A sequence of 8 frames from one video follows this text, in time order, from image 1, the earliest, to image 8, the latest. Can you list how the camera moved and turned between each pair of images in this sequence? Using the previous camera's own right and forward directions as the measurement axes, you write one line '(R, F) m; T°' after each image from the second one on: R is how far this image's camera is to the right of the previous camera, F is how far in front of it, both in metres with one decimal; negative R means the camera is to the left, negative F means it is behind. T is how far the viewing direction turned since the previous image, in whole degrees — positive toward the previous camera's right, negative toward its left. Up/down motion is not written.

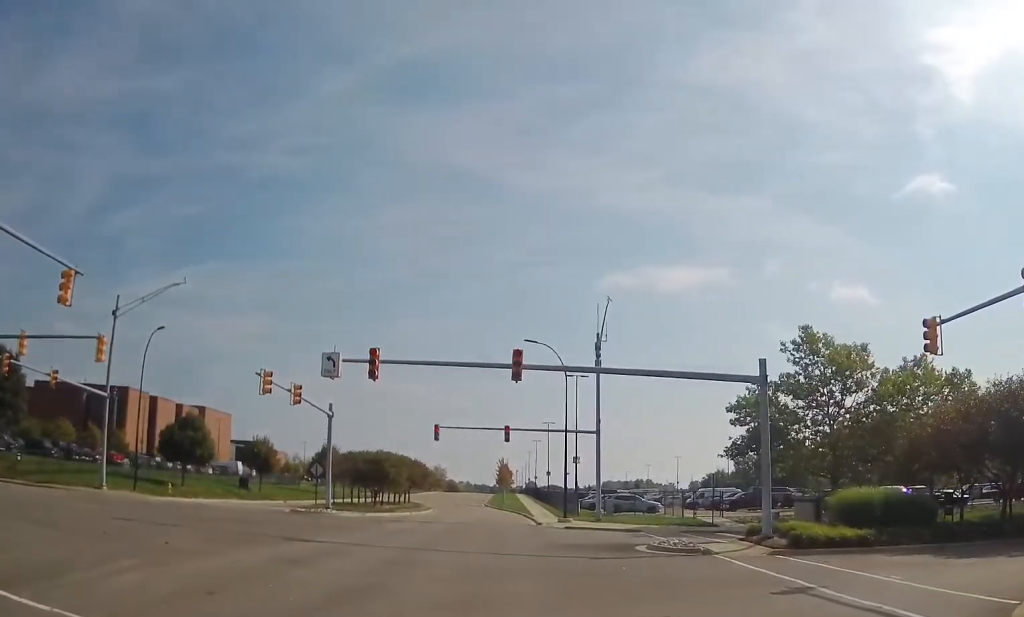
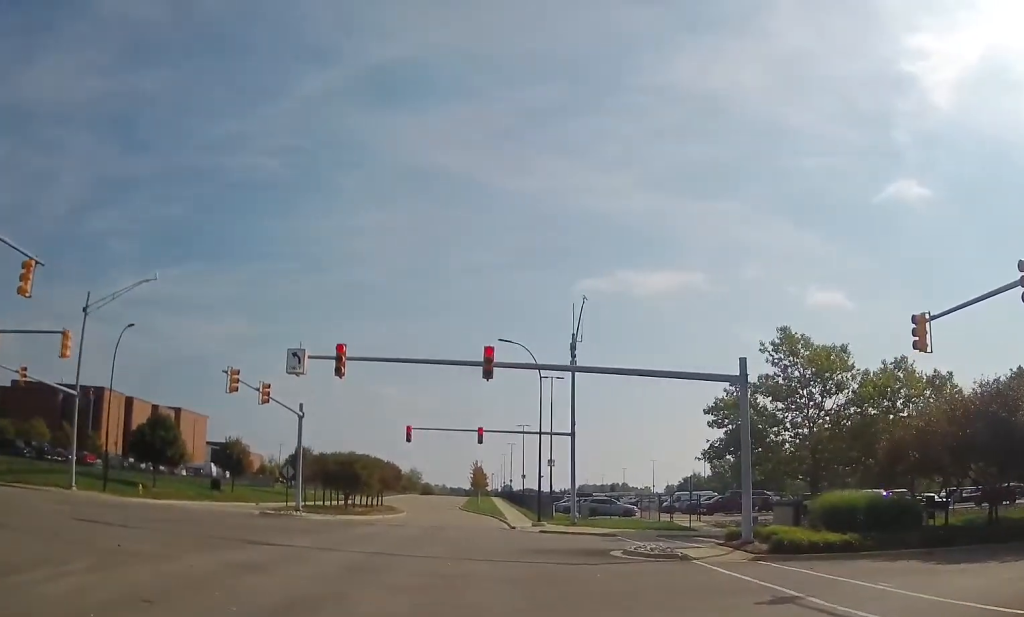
(+0.1, +1.5) m; +6°
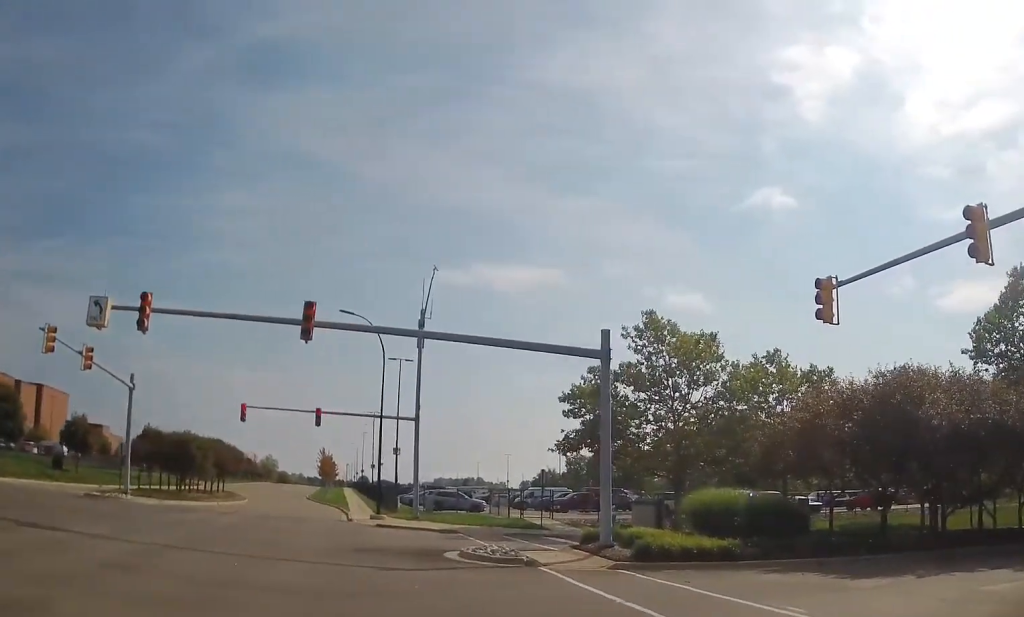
(+0.7, +3.6) m; +26°
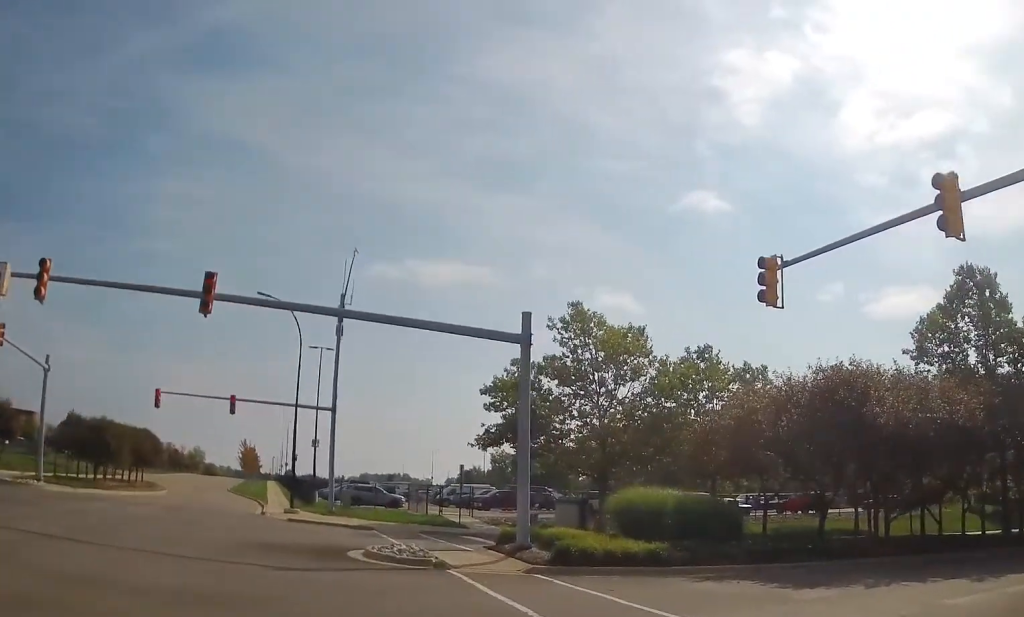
(+0.1, +1.3) m; +7°
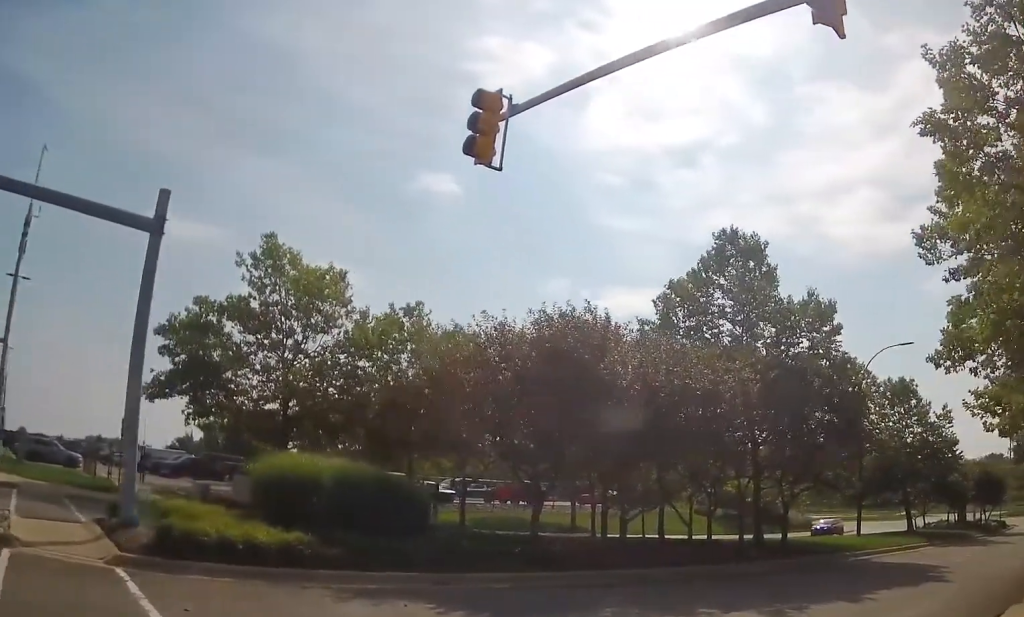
(+0.6, +4.2) m; +13°
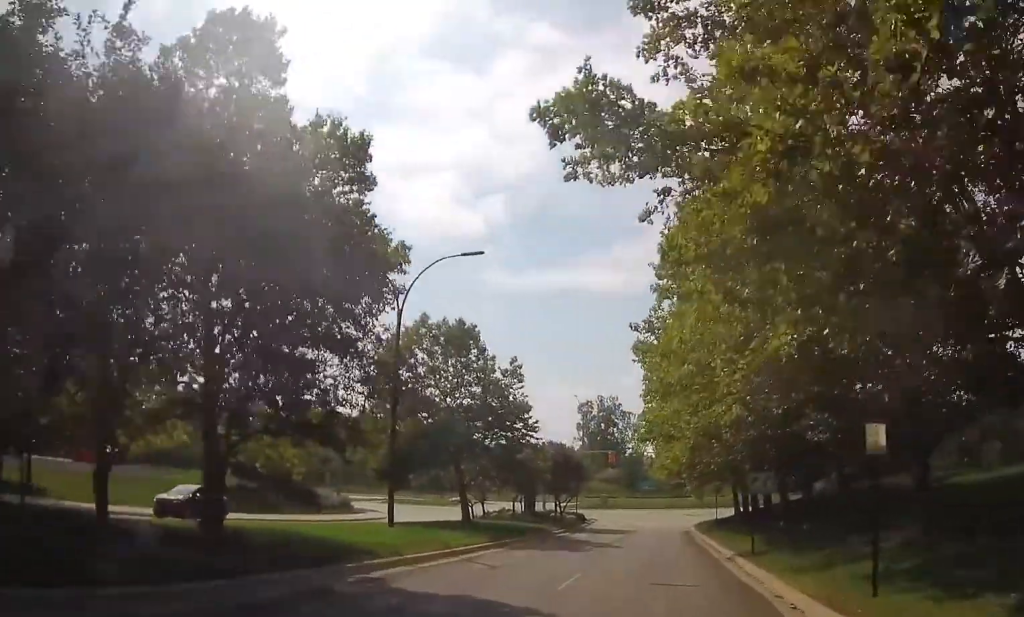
(+1.5, +9.4) m; +18°
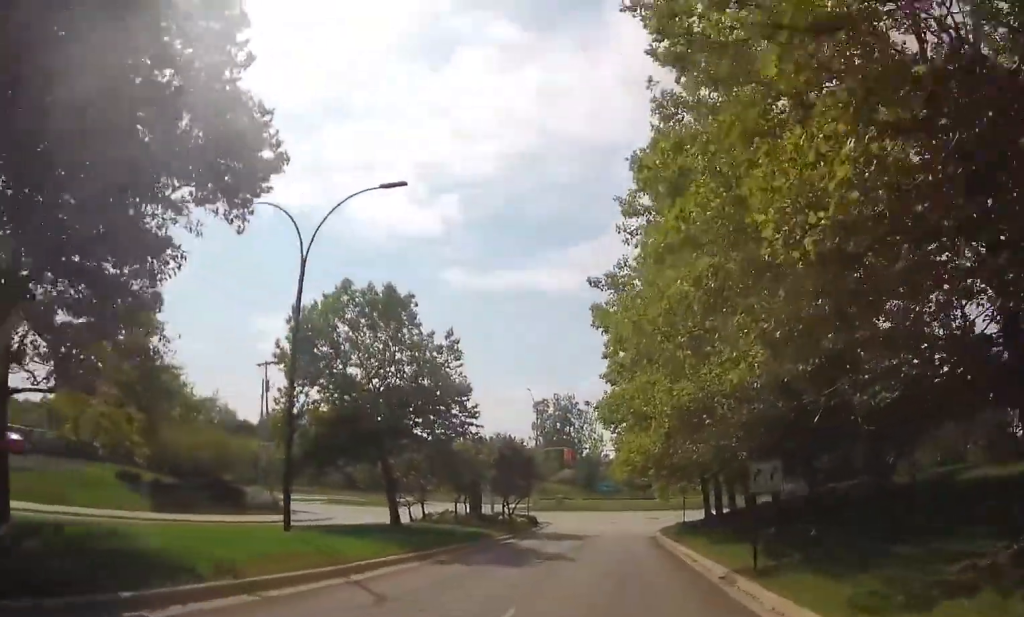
(+0.4, +5.0) m; +6°
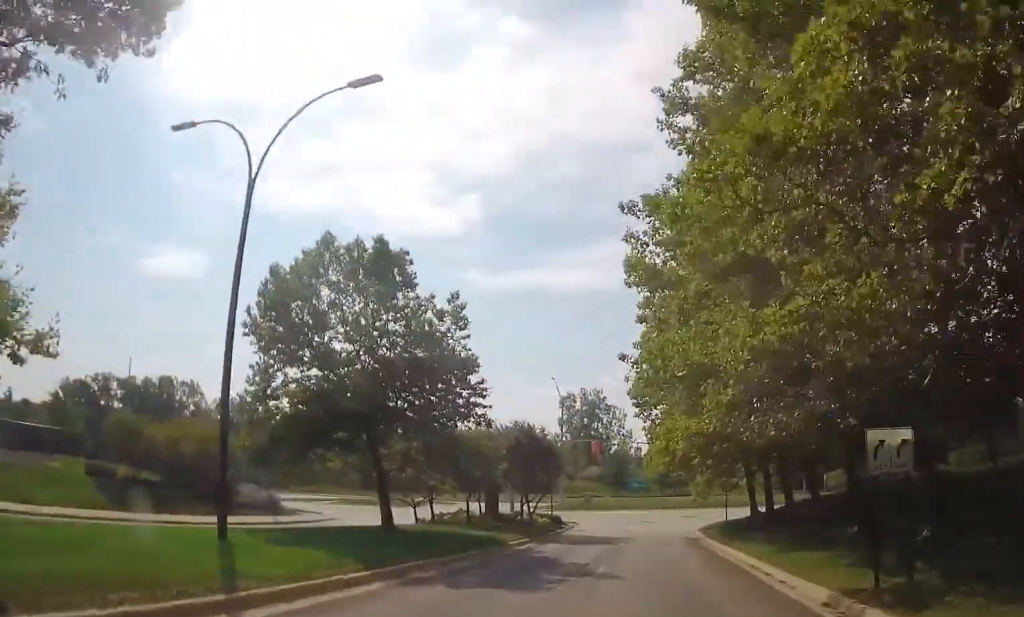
(+0.3, +5.2) m; +2°
